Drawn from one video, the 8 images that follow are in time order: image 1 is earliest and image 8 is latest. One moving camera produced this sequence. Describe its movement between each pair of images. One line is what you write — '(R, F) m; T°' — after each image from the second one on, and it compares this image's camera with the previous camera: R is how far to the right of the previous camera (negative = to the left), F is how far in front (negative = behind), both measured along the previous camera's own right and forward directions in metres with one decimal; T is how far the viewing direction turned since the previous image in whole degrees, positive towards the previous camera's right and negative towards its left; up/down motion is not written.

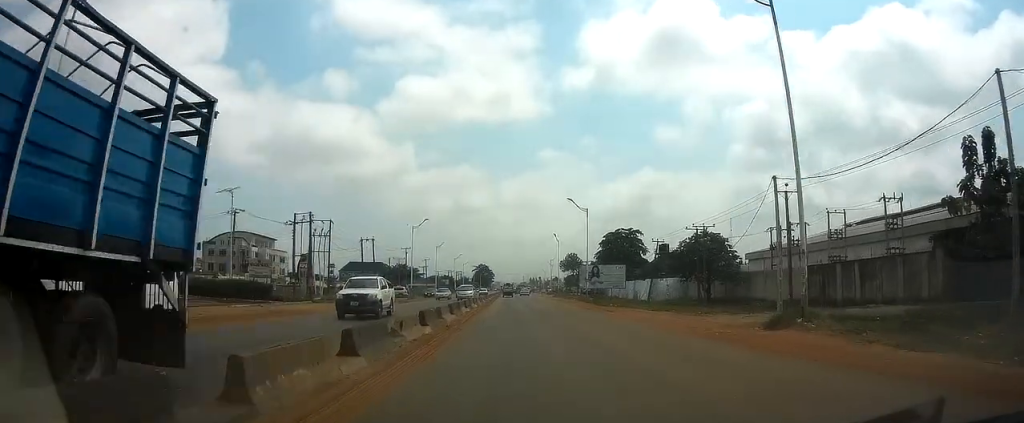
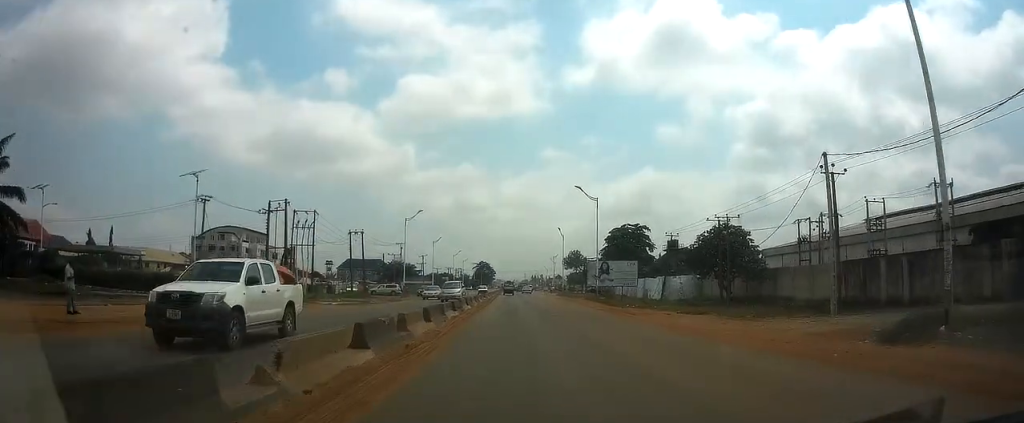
(0.0, +6.6) m; 0°
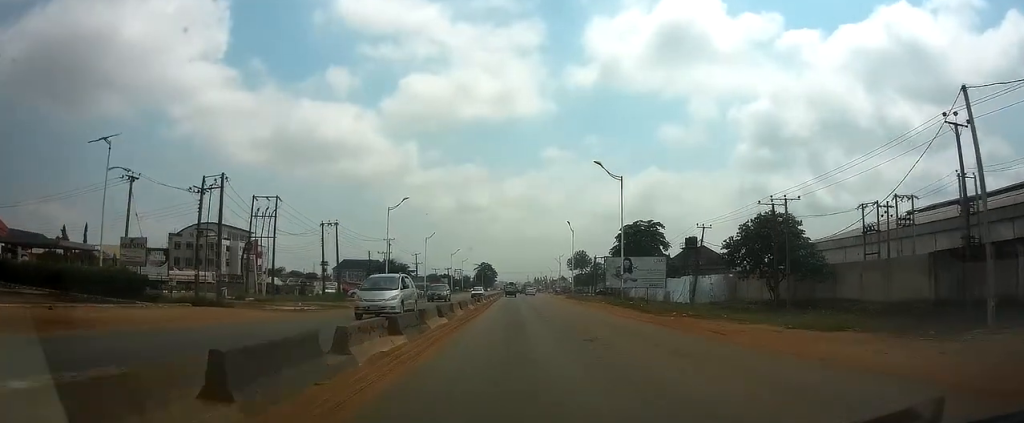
(0.0, +12.0) m; 0°
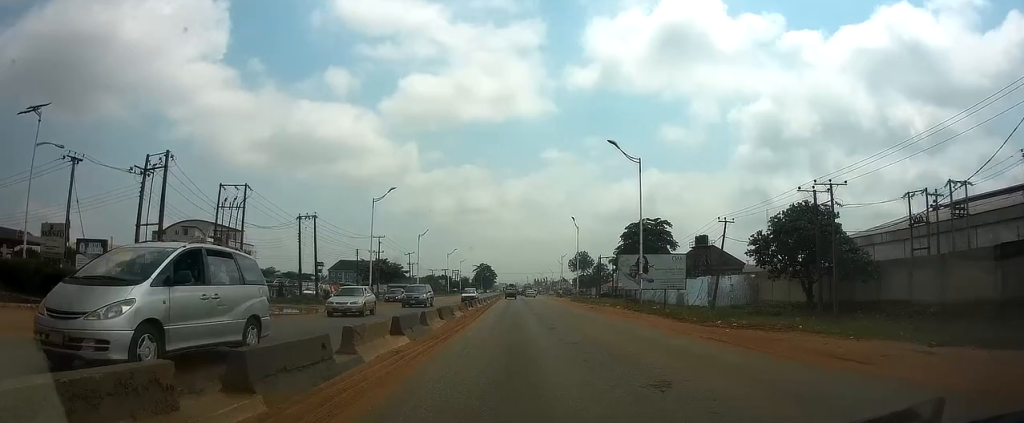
(0.0, +7.2) m; 0°
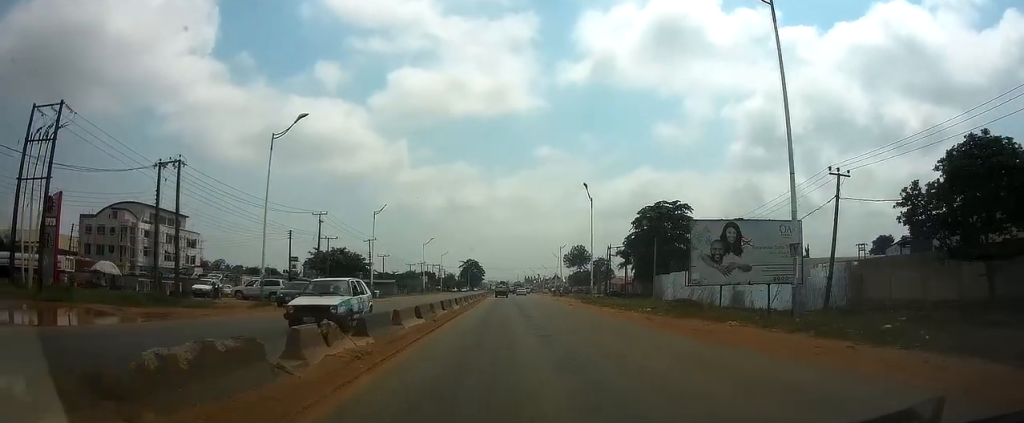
(0.0, +23.2) m; +1°
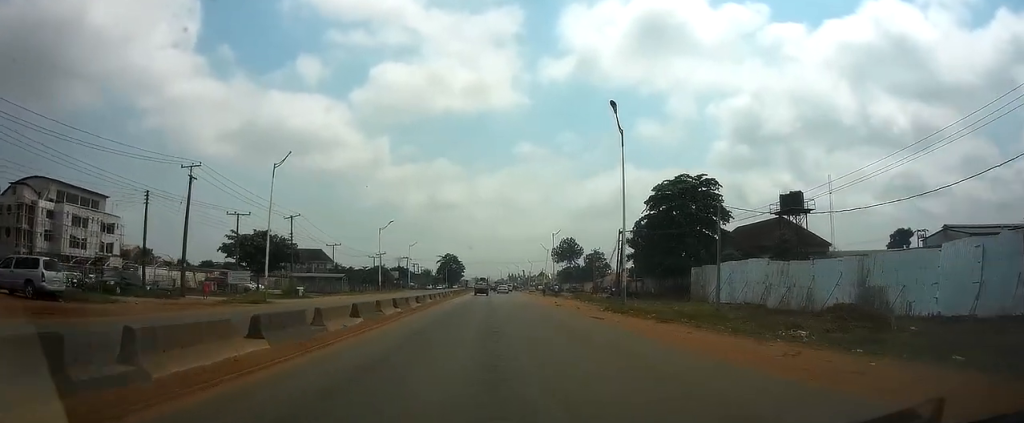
(+0.3, +24.4) m; +1°
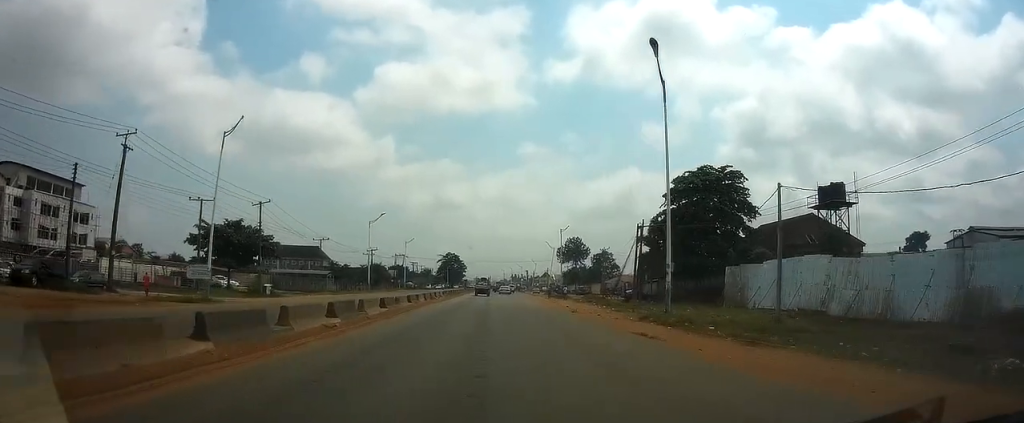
(0.0, +8.6) m; 0°
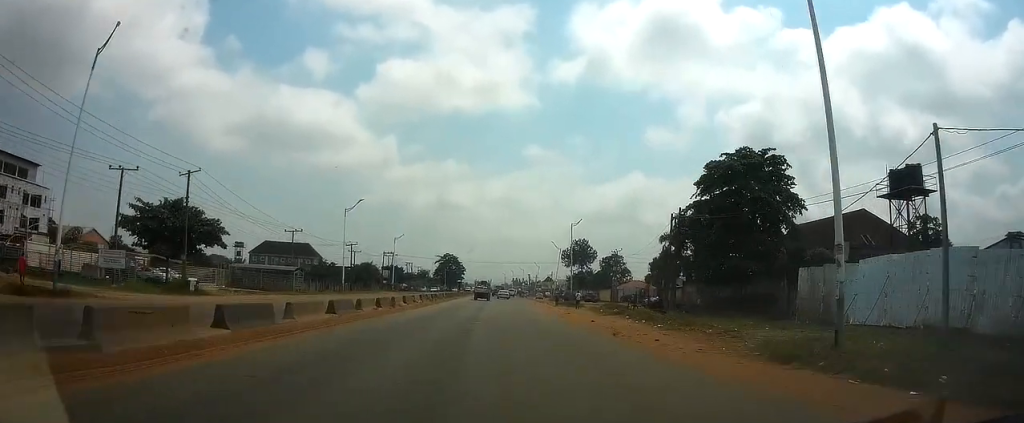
(+0.1, +12.4) m; 0°
